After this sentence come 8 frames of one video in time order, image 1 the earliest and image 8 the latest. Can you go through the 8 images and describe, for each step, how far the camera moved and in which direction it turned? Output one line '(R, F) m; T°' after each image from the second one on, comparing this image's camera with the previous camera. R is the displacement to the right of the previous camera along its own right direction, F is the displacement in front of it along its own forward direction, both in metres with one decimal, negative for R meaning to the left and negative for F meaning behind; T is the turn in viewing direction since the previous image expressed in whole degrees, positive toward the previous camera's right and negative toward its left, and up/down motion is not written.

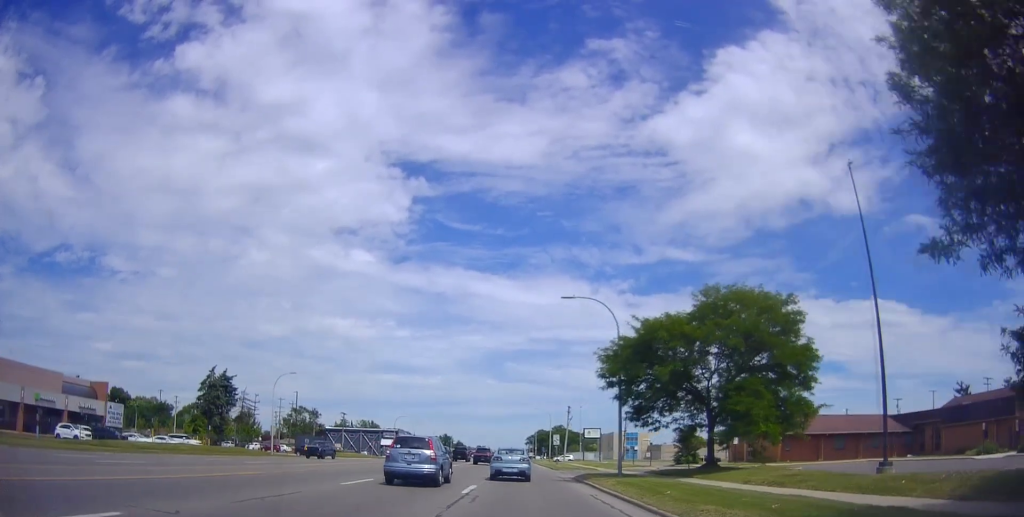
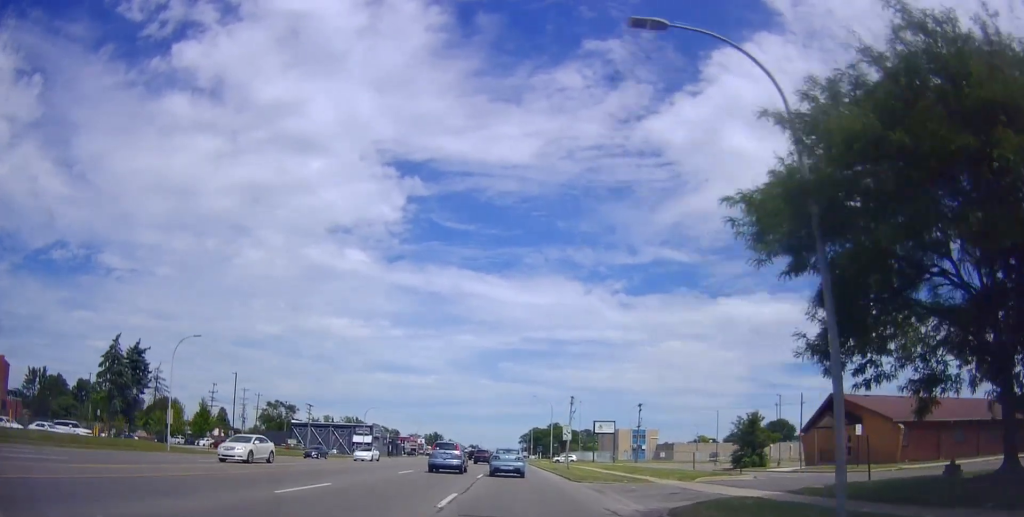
(0.0, +17.9) m; 0°
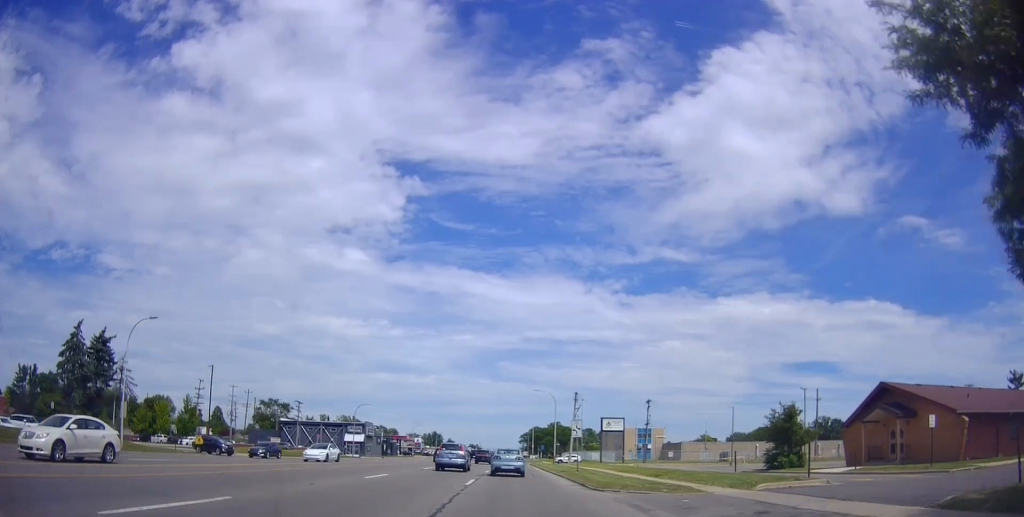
(0.0, +6.1) m; 0°
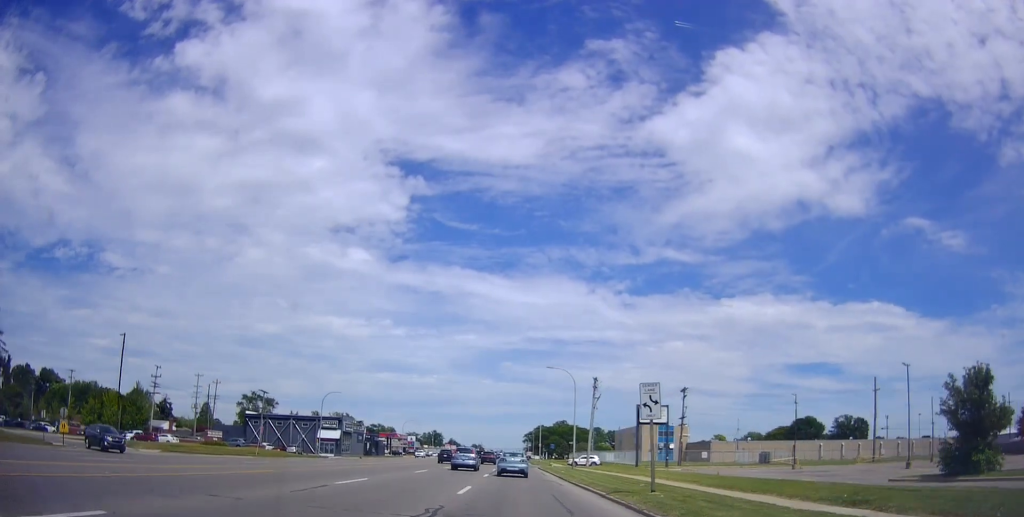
(0.0, +18.3) m; 0°
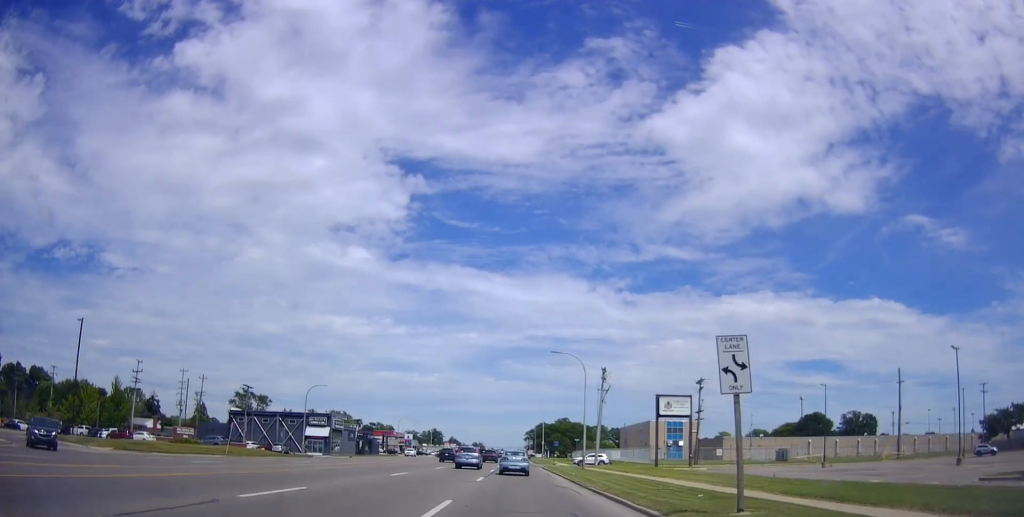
(0.0, +6.7) m; 0°
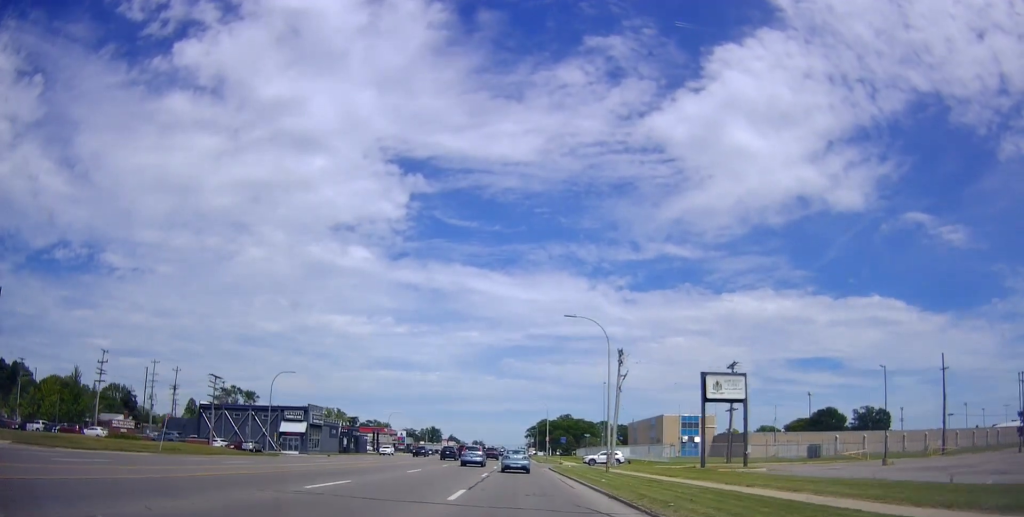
(0.0, +10.9) m; -1°
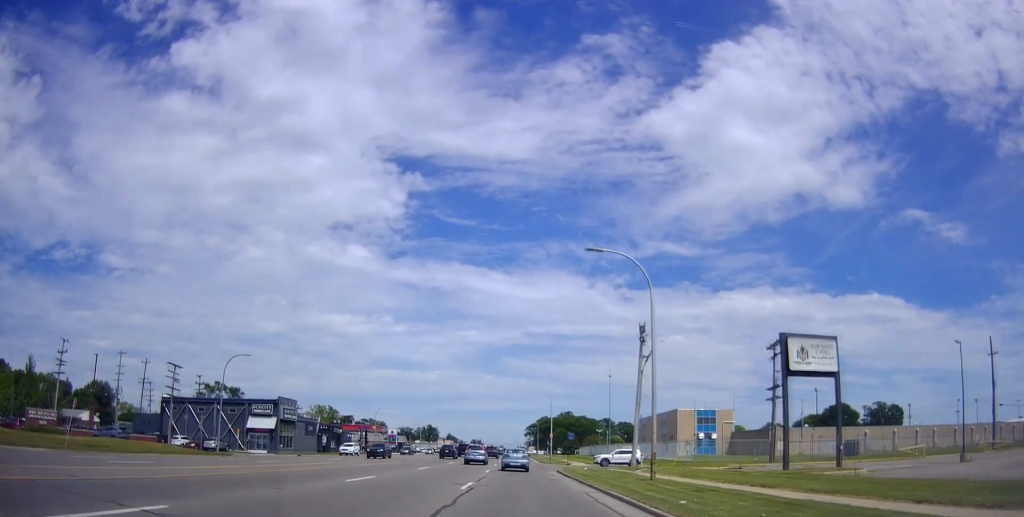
(-0.1, +10.7) m; -1°
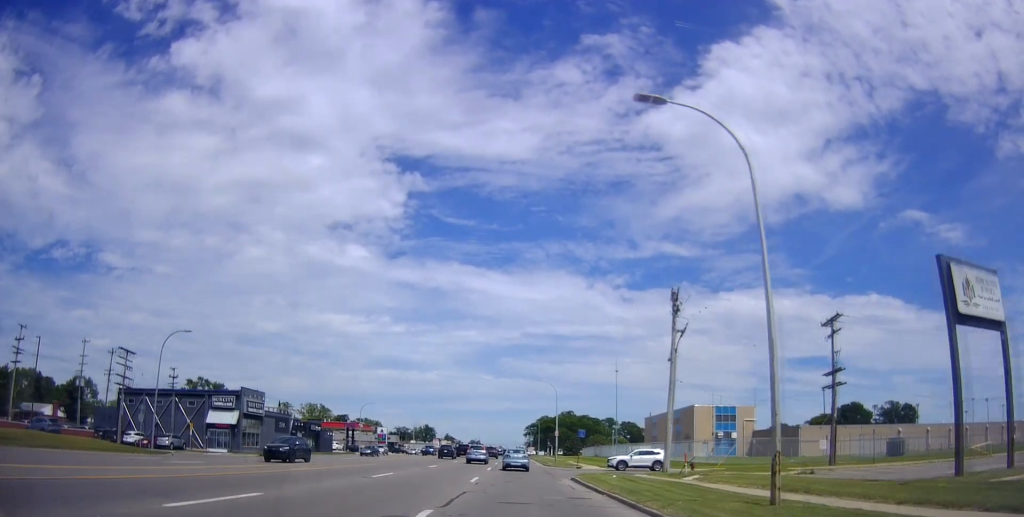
(-0.3, +10.3) m; 0°
